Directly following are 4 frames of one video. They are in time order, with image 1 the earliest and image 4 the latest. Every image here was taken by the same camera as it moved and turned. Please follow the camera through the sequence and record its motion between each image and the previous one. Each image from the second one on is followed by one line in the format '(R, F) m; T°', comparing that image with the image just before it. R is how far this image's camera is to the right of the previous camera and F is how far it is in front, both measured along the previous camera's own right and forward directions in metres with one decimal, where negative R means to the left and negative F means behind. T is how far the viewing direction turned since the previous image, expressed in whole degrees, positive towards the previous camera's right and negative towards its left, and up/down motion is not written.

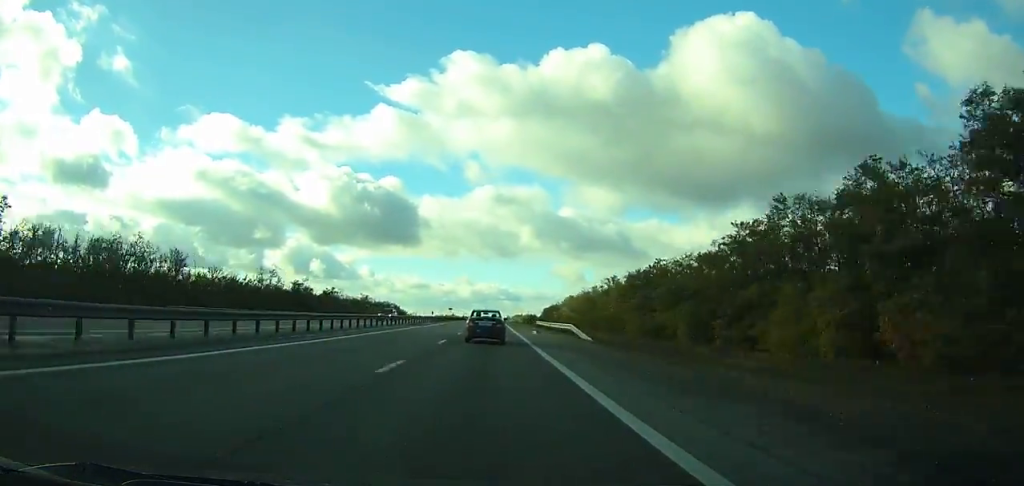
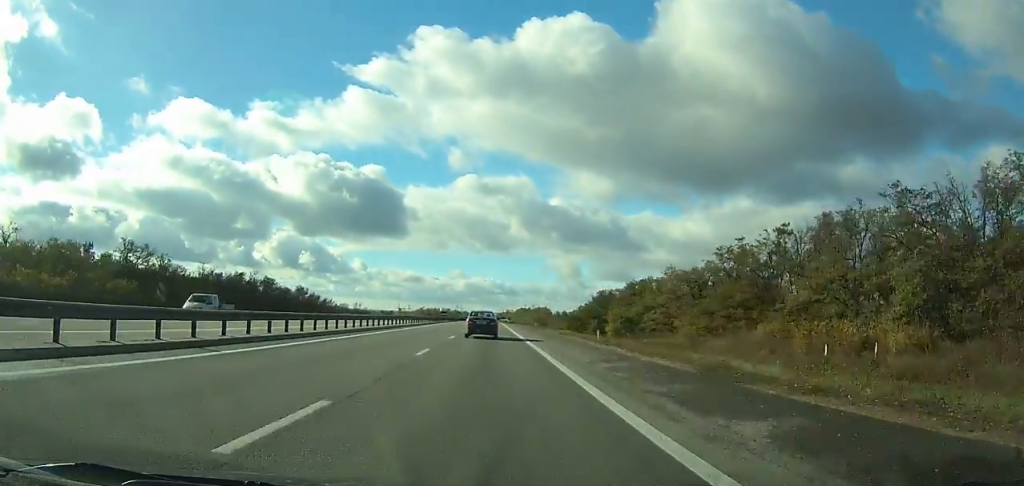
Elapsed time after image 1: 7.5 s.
(-0.1, +185.6) m; 0°
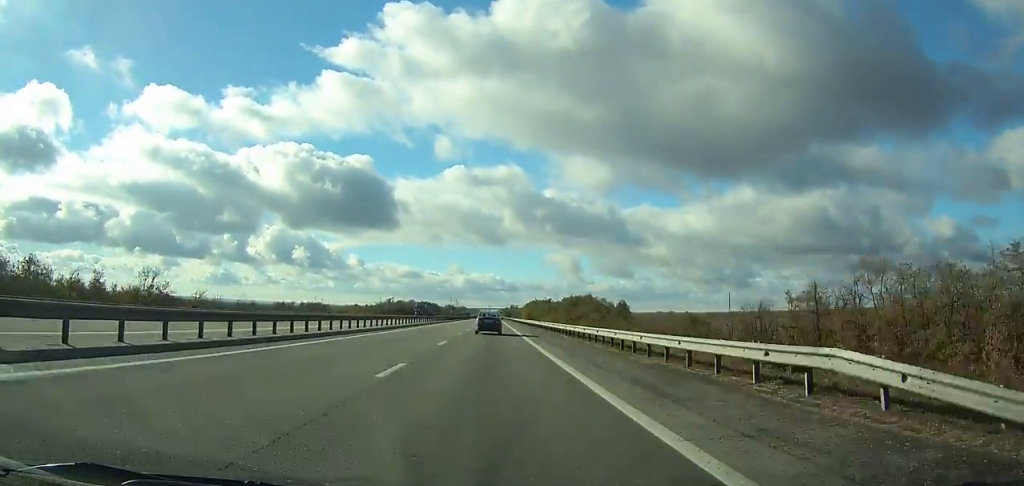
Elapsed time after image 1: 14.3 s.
(+0.2, +183.3) m; 0°
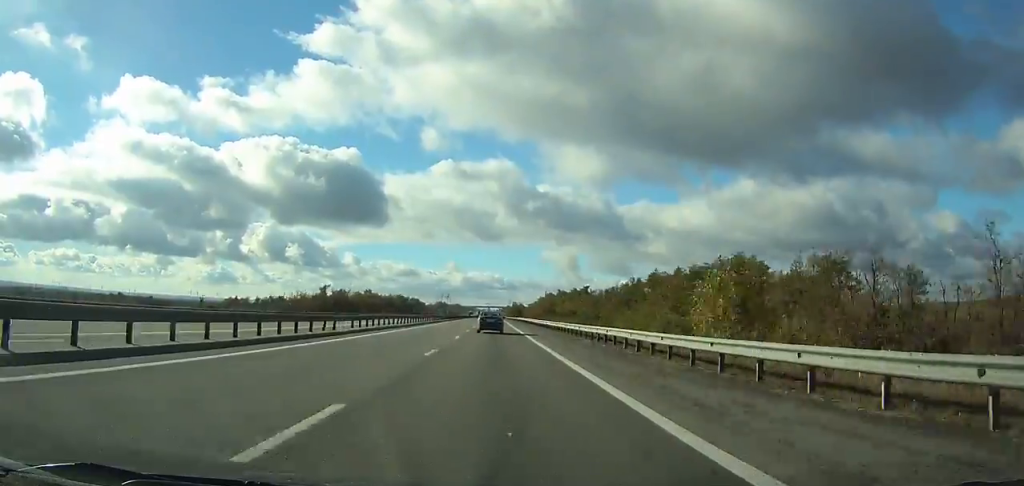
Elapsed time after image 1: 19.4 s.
(-0.2, +138.0) m; 0°
